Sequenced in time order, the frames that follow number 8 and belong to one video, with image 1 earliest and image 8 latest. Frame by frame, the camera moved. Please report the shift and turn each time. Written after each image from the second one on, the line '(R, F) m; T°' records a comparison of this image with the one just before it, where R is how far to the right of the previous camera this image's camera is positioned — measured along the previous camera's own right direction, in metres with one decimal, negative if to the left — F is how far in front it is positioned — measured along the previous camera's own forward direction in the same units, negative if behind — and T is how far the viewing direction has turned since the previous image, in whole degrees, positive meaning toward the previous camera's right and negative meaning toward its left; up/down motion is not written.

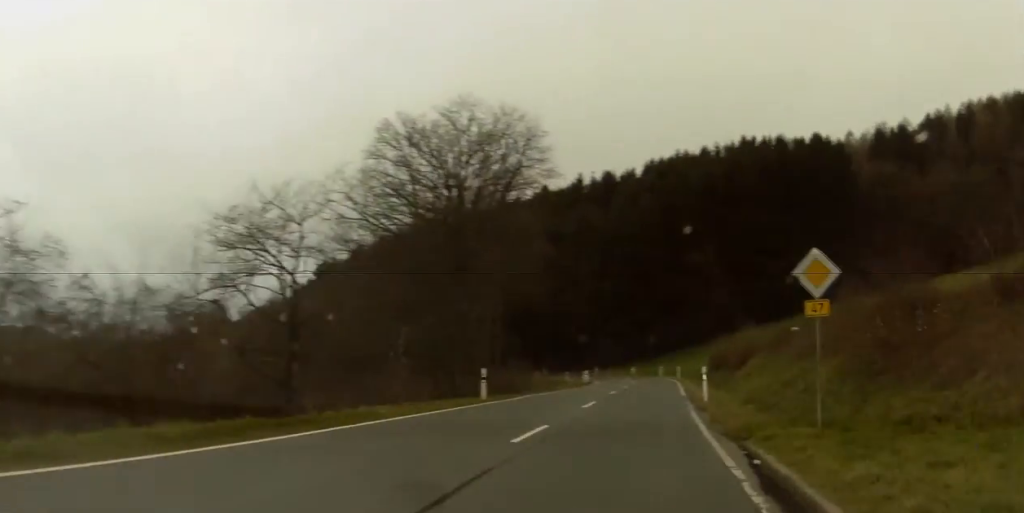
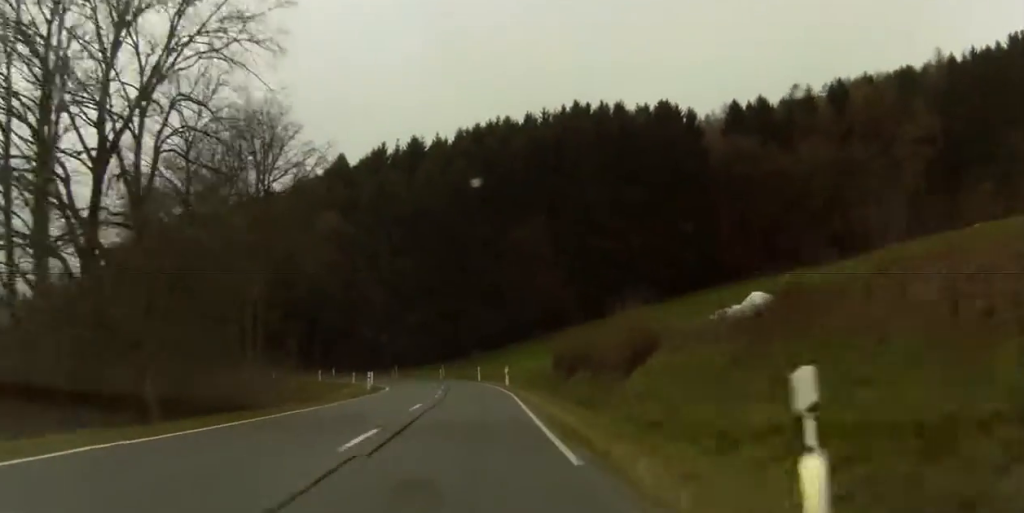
(+4.3, +20.6) m; +17°
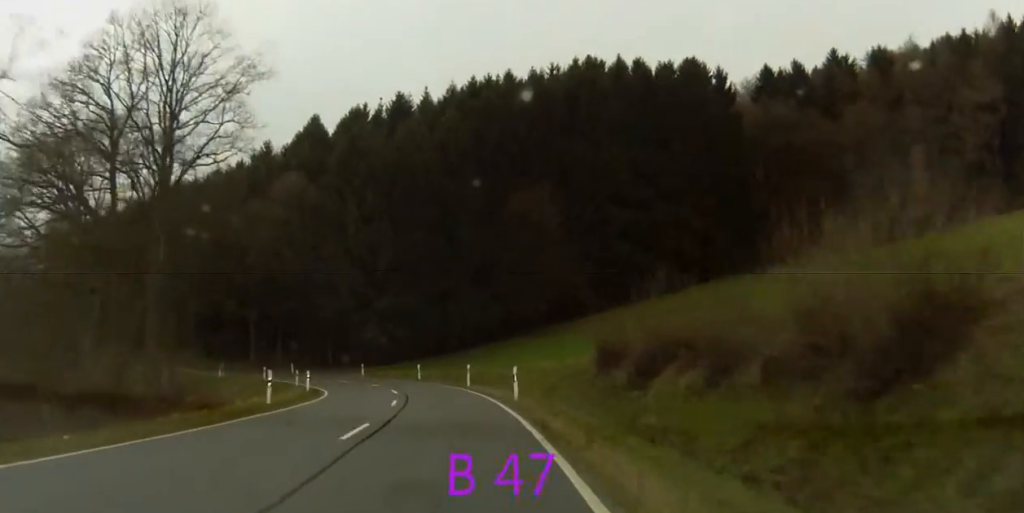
(+1.0, +20.6) m; +2°
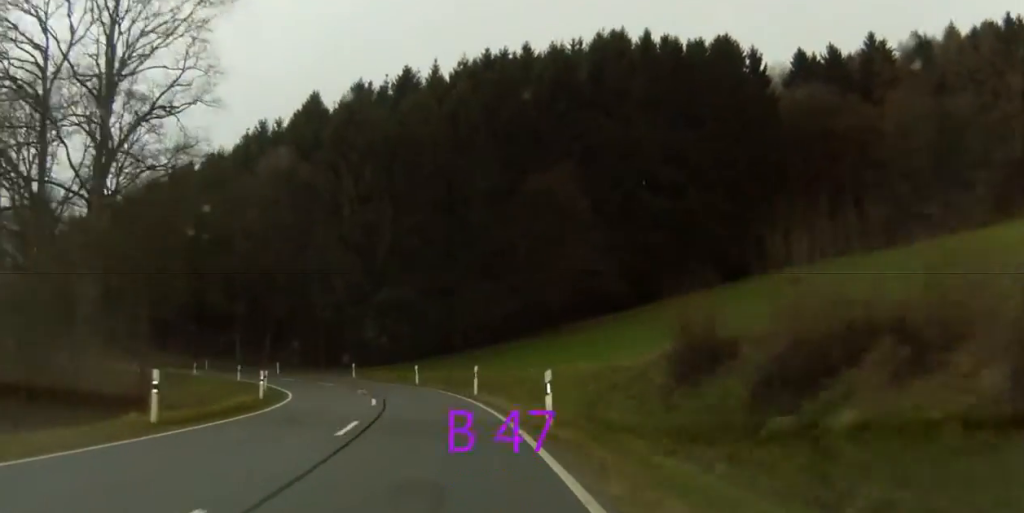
(+0.2, +9.9) m; 0°
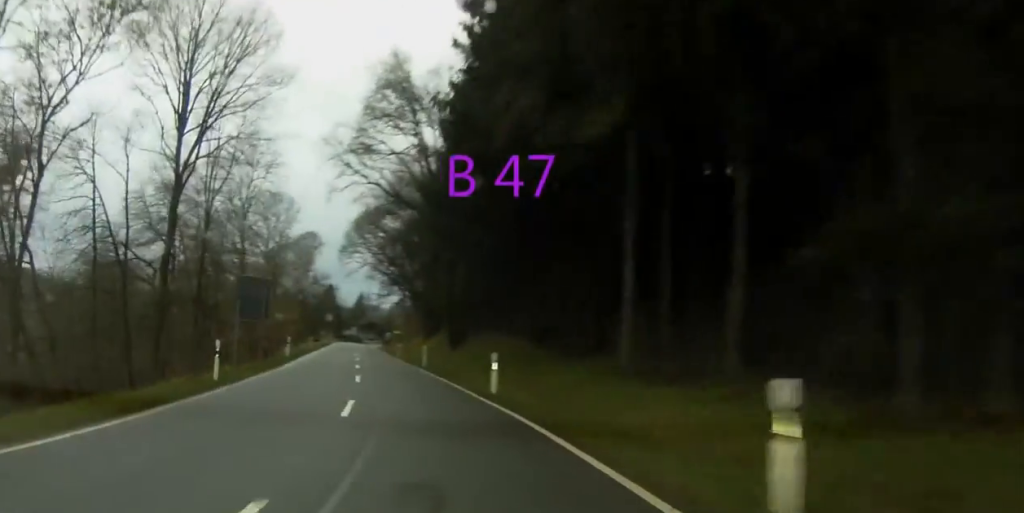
(-10.6, +73.1) m; -21°
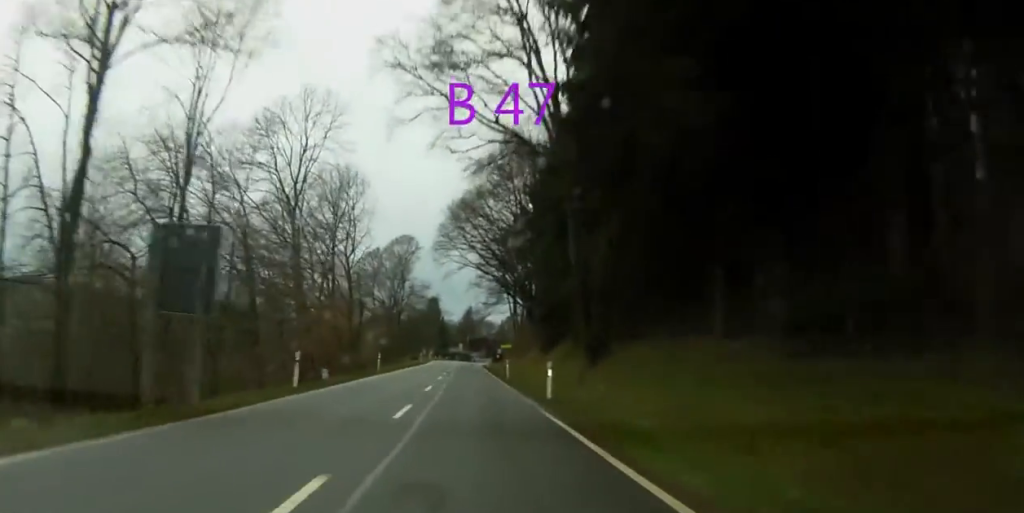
(-1.4, +24.2) m; -9°
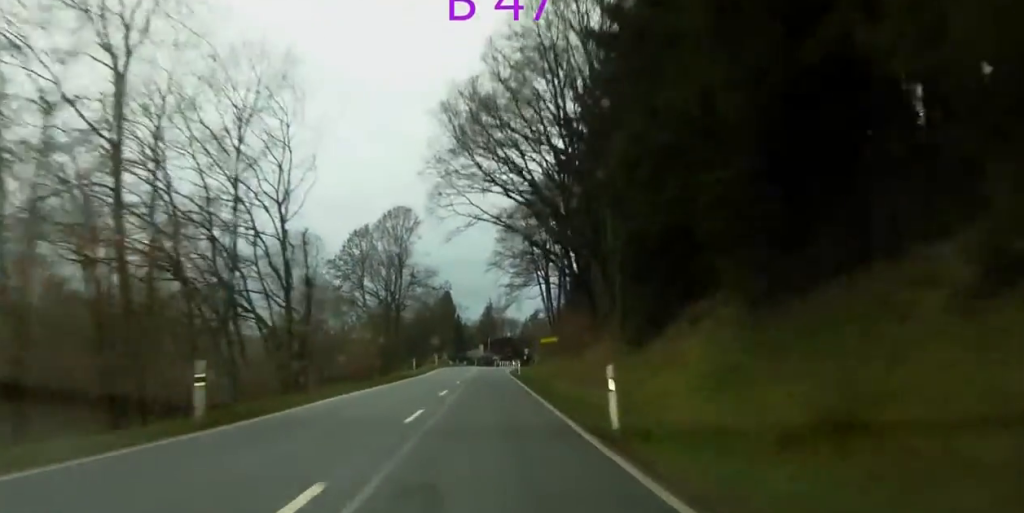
(-3.7, +35.8) m; -10°
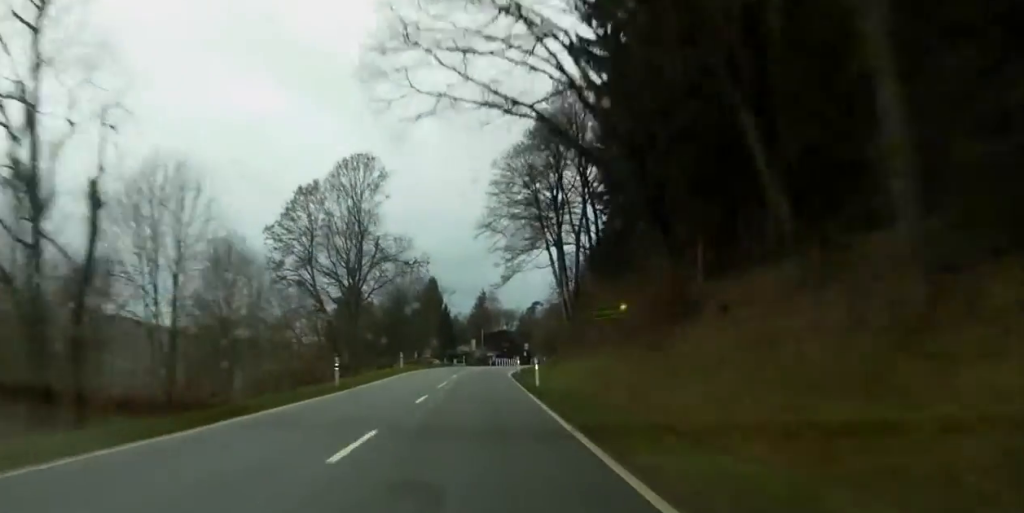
(-2.0, +29.1) m; -4°
